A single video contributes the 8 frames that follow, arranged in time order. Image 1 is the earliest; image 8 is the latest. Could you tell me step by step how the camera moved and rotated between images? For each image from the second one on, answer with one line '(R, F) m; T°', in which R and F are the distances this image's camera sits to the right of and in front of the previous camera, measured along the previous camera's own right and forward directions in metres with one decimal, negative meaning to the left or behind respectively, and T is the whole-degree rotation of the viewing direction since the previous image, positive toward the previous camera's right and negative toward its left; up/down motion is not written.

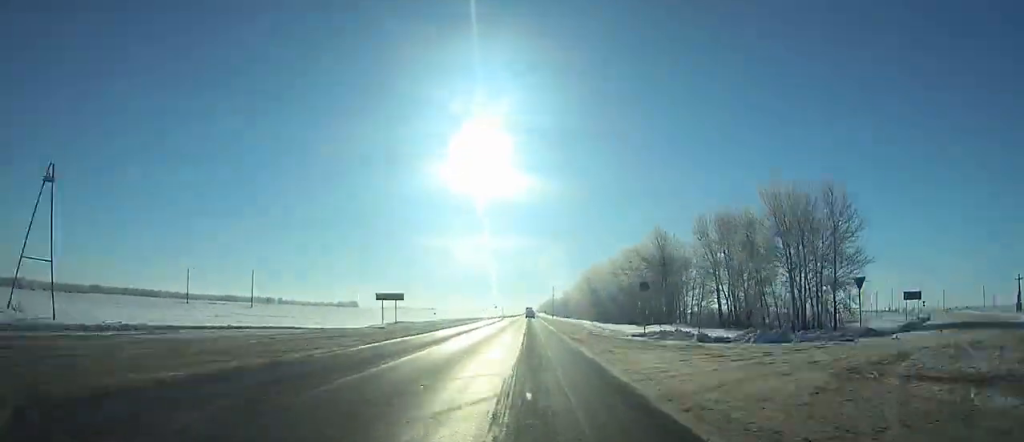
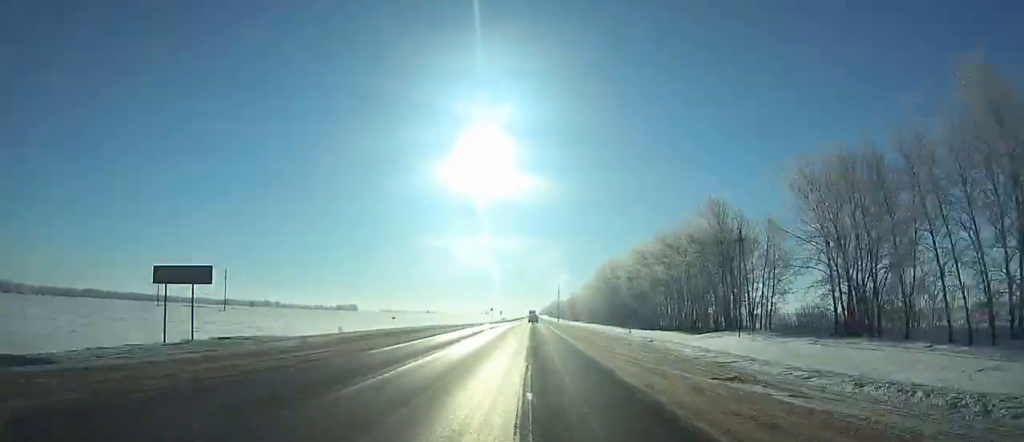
(-0.1, +31.7) m; 0°
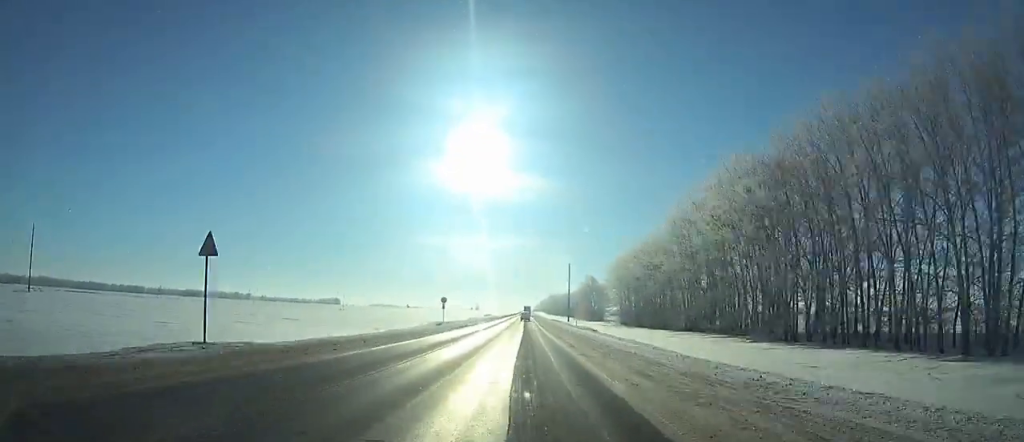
(+0.4, +119.0) m; 0°
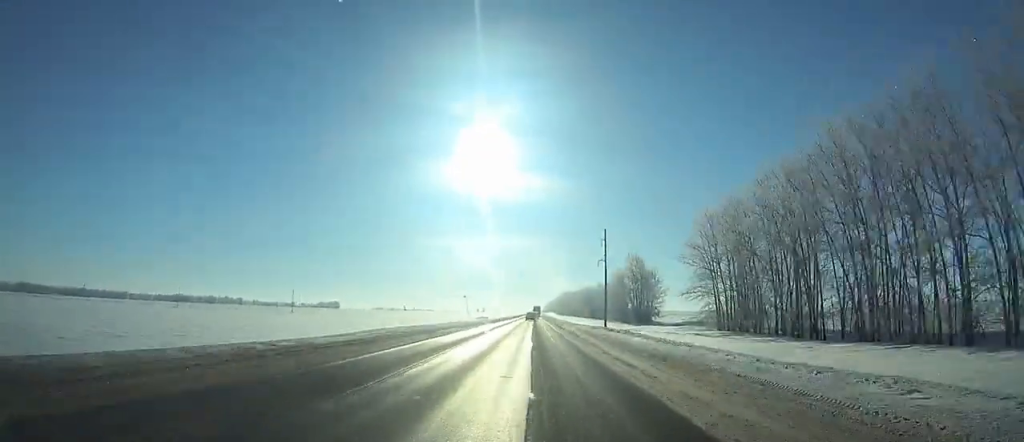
(0.0, +77.8) m; 0°
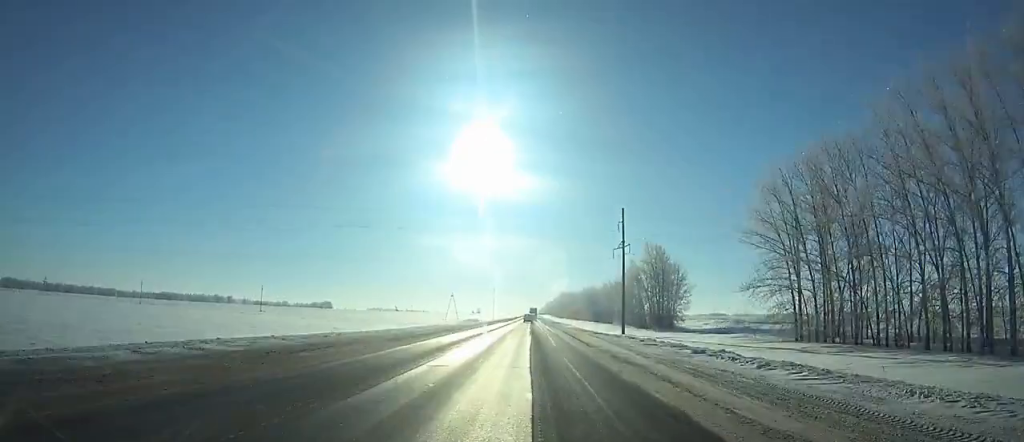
(-0.1, +27.4) m; 0°
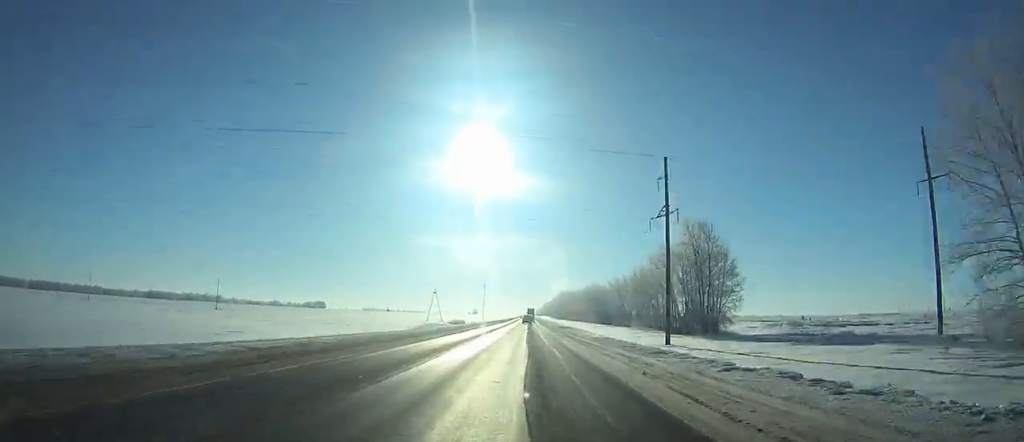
(+0.1, +31.9) m; 0°
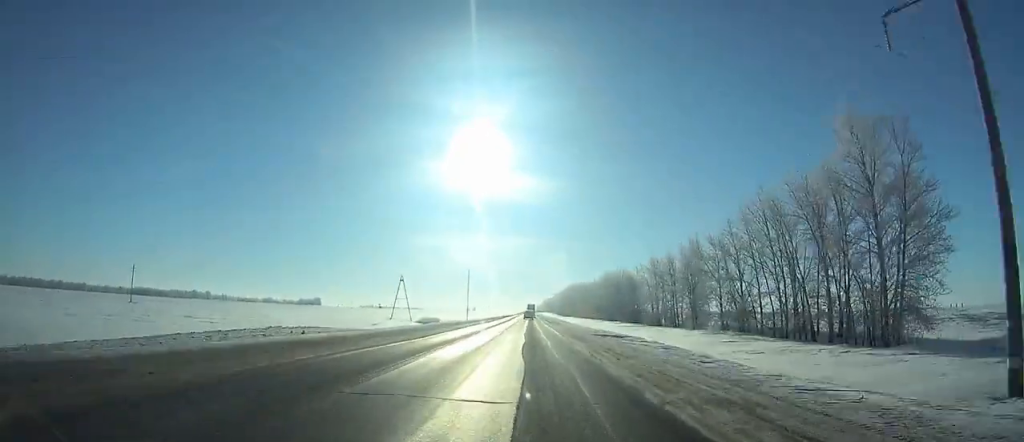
(+0.1, +45.5) m; 0°
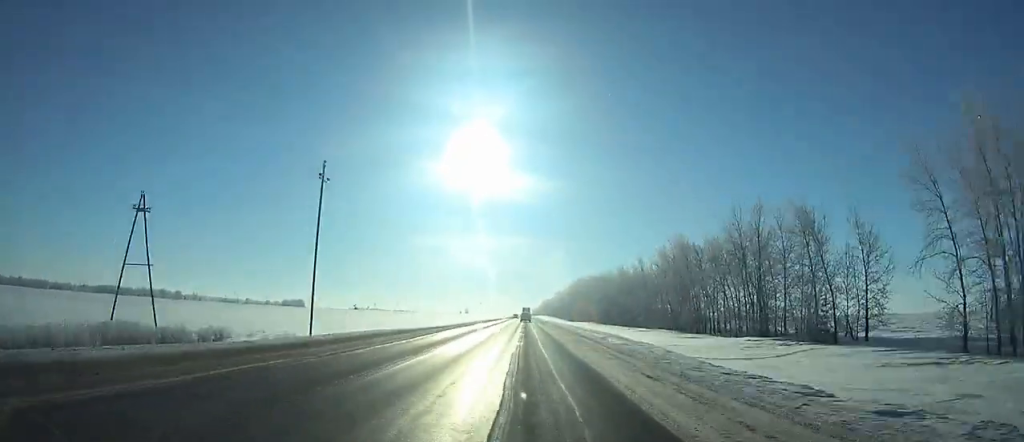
(0.0, +85.9) m; 0°
